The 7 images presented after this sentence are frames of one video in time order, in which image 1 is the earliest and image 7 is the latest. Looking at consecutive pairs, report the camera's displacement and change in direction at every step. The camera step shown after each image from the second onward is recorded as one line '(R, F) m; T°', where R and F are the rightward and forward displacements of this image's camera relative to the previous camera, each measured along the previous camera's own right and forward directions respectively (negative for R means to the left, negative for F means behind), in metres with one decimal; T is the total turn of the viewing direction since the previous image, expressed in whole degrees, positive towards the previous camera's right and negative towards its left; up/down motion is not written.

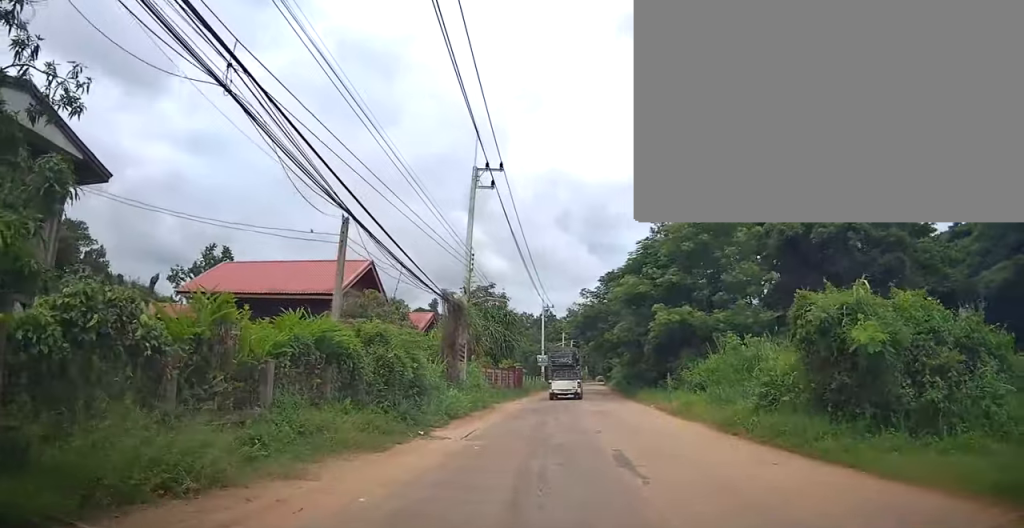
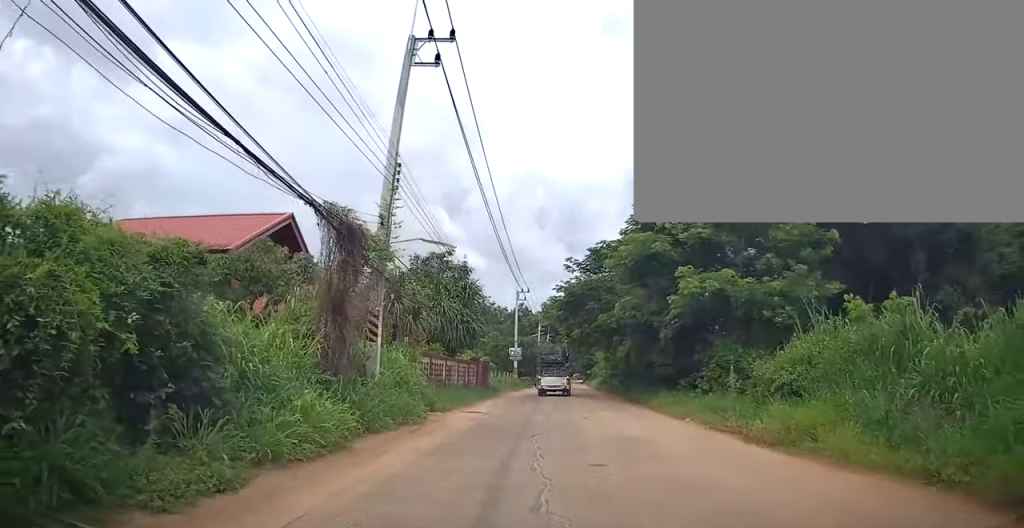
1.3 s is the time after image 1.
(+0.1, +10.8) m; +3°
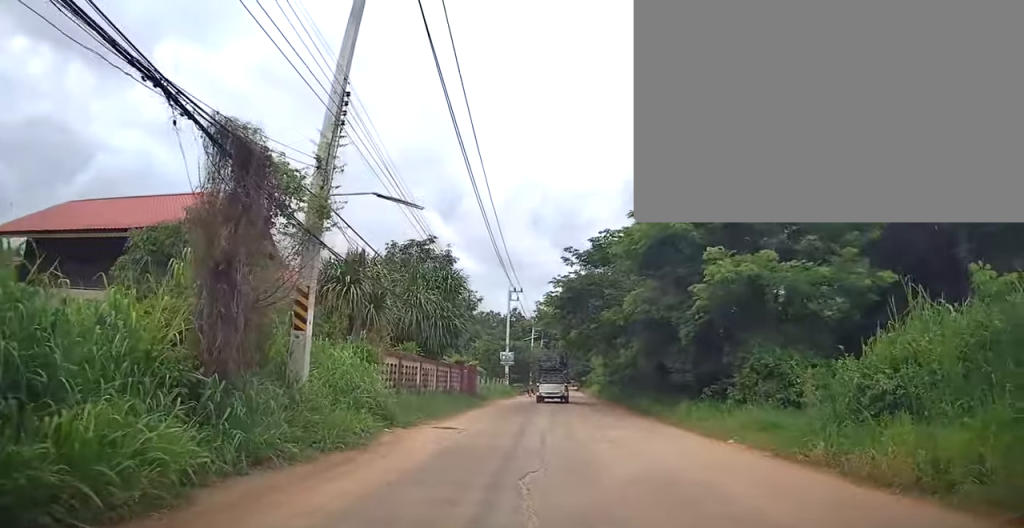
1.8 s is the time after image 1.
(+0.1, +4.3) m; +2°
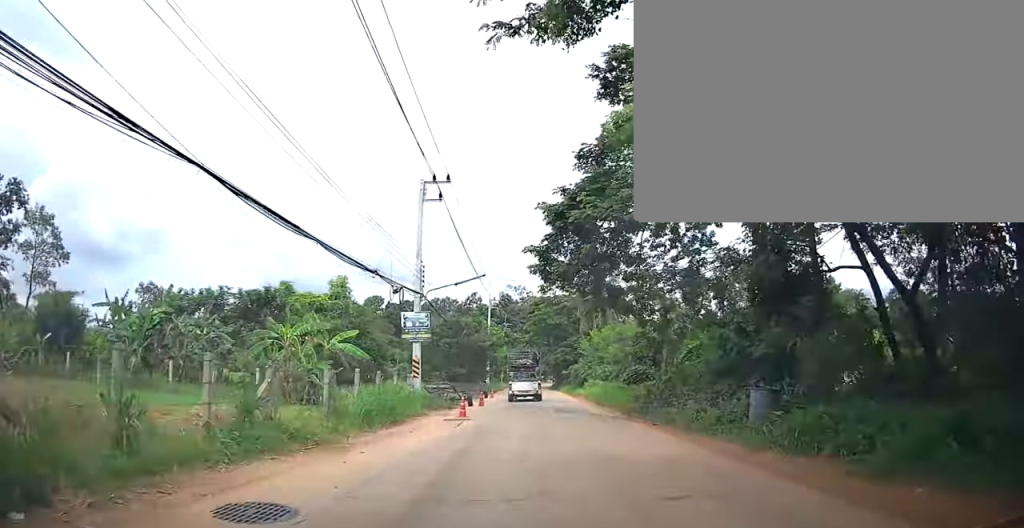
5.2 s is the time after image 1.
(+1.7, +30.1) m; +9°
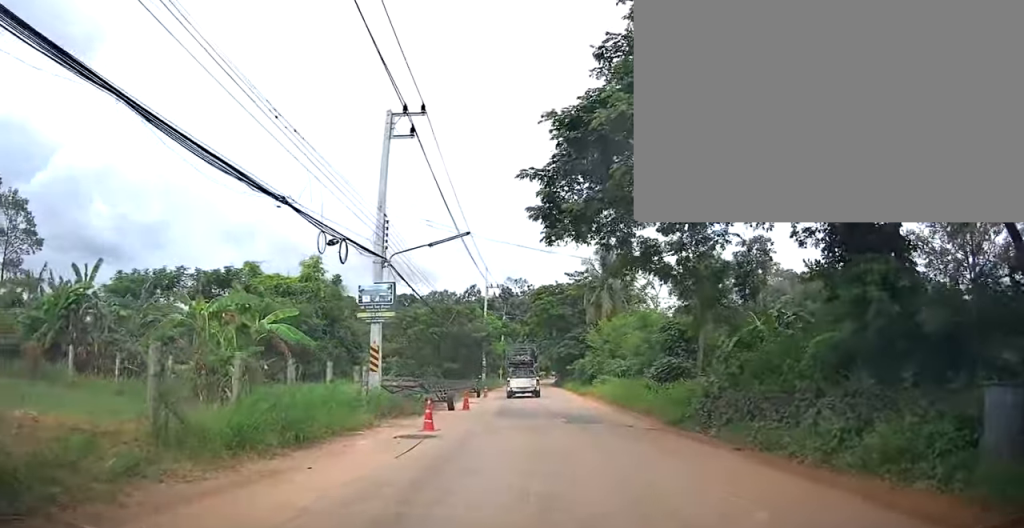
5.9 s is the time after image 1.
(+0.3, +6.5) m; +1°
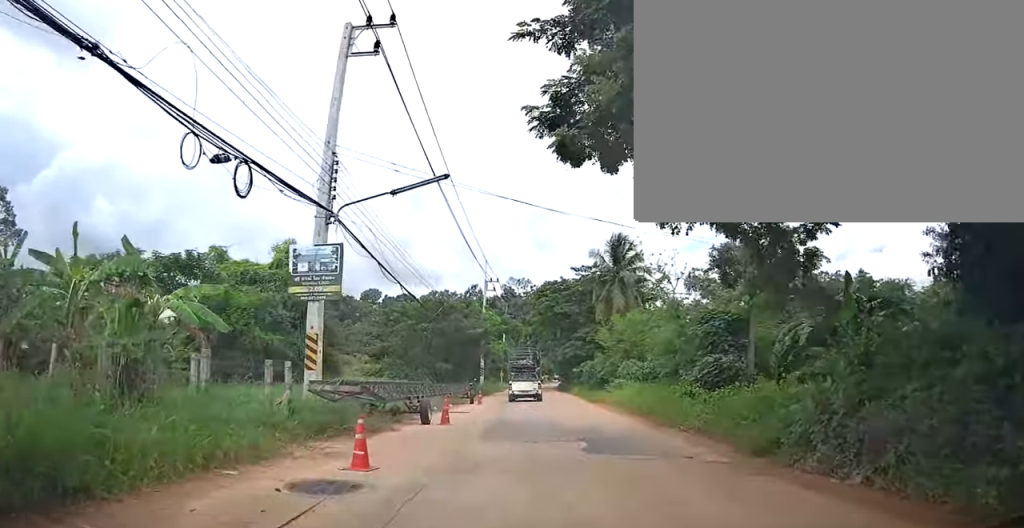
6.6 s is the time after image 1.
(-0.2, +5.6) m; -1°
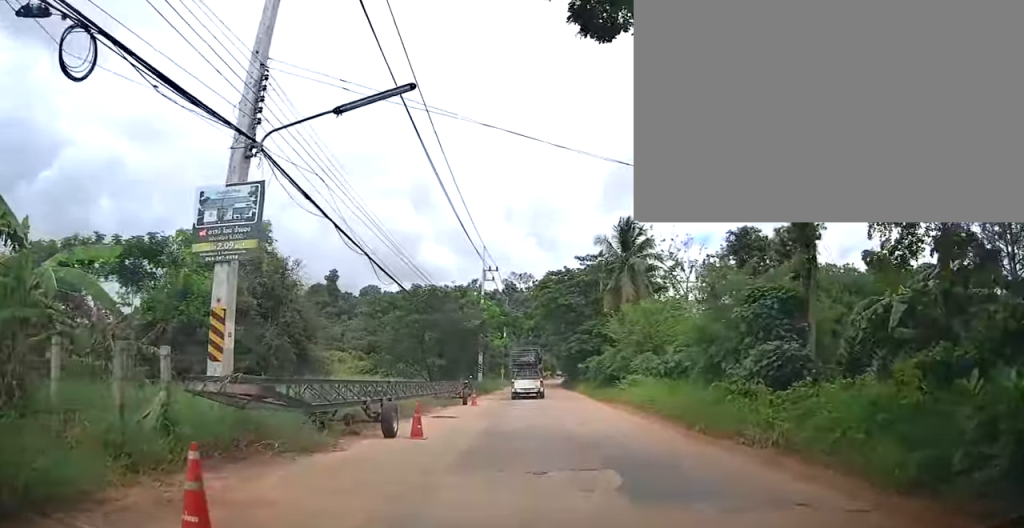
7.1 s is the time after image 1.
(0.0, +4.1) m; 0°
